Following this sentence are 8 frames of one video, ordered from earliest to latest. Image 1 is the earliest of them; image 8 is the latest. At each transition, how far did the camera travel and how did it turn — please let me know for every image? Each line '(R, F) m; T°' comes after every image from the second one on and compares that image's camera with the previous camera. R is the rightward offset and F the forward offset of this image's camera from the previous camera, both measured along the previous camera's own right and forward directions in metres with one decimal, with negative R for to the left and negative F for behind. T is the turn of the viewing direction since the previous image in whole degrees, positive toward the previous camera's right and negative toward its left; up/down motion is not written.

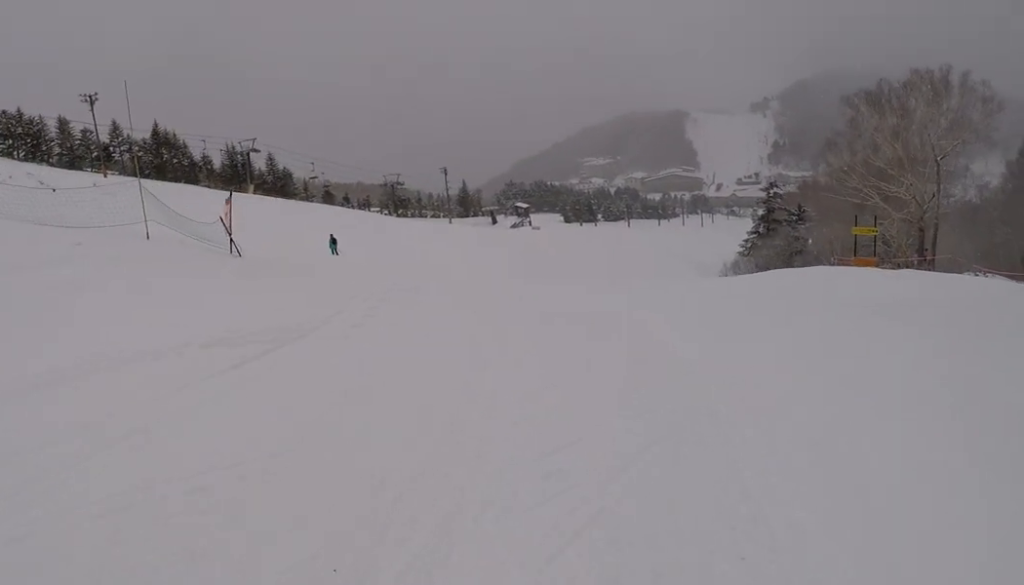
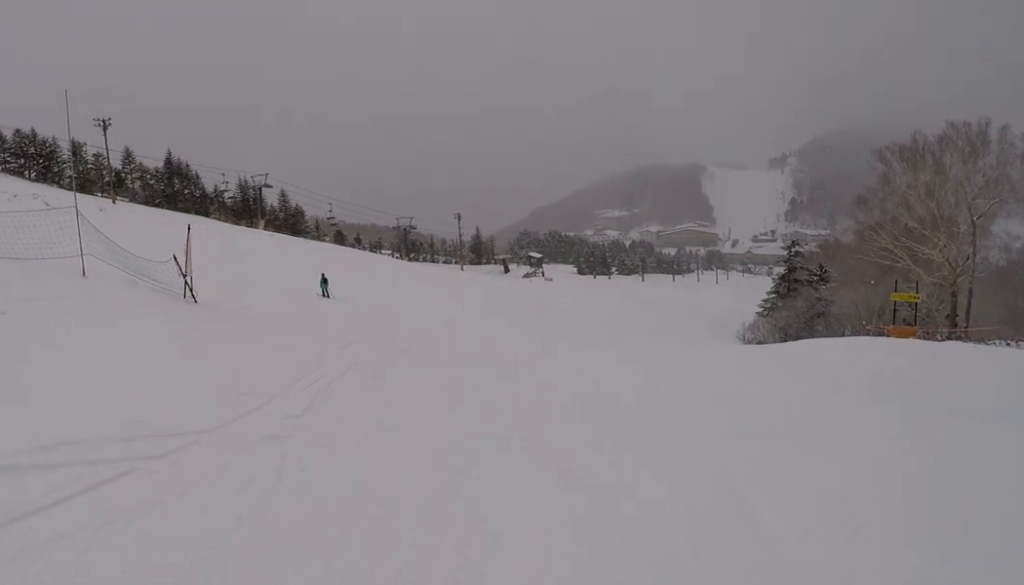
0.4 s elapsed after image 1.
(+0.4, +2.7) m; 0°
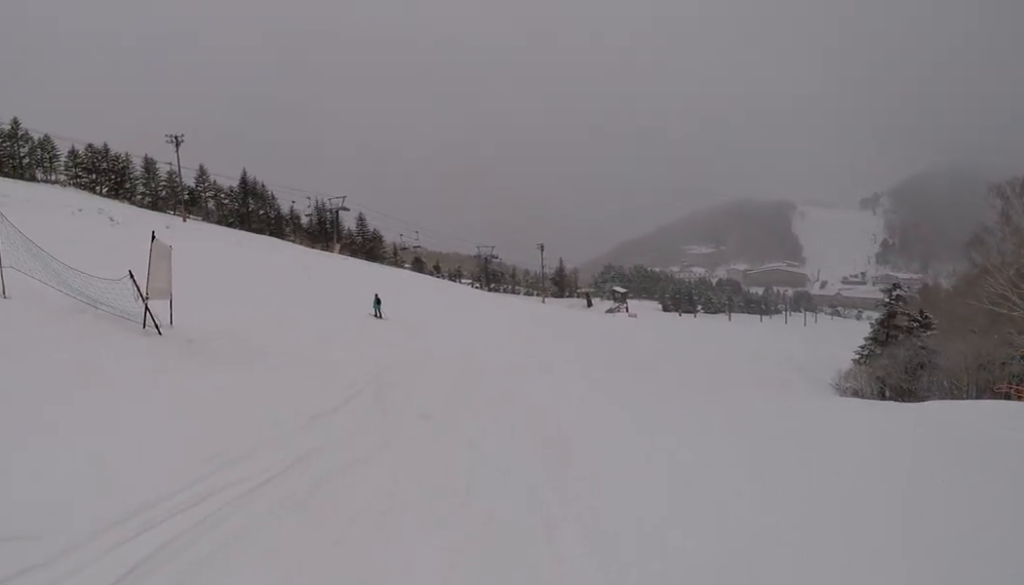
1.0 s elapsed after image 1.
(-0.5, +4.1) m; -8°
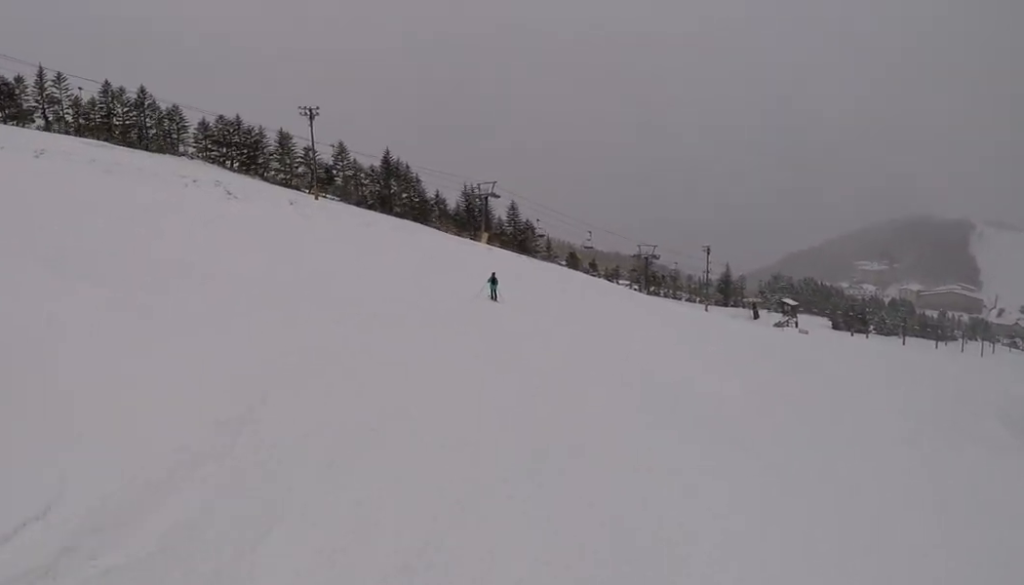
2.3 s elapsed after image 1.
(-1.3, +8.8) m; -17°
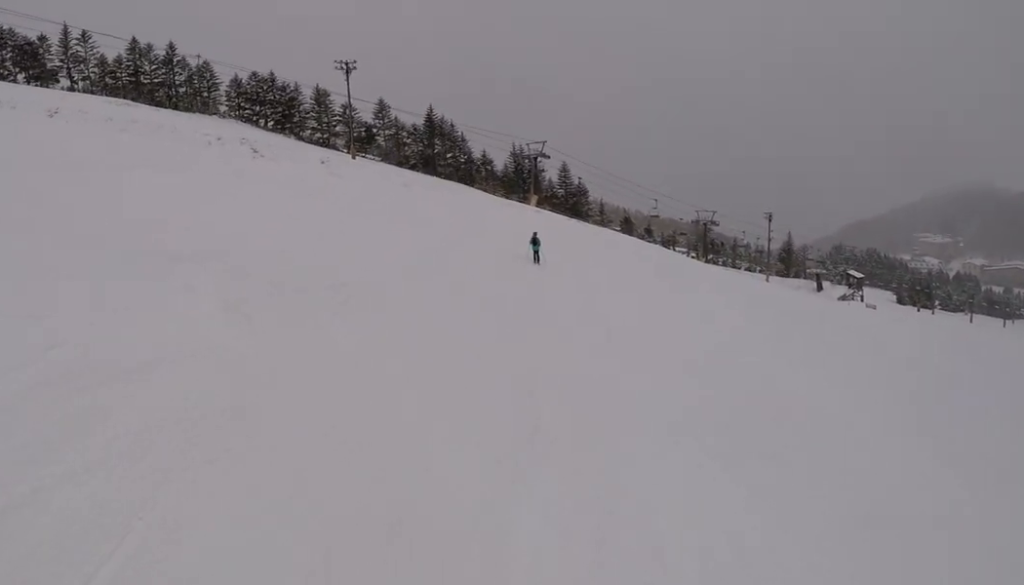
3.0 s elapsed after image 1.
(-0.4, +5.2) m; +1°
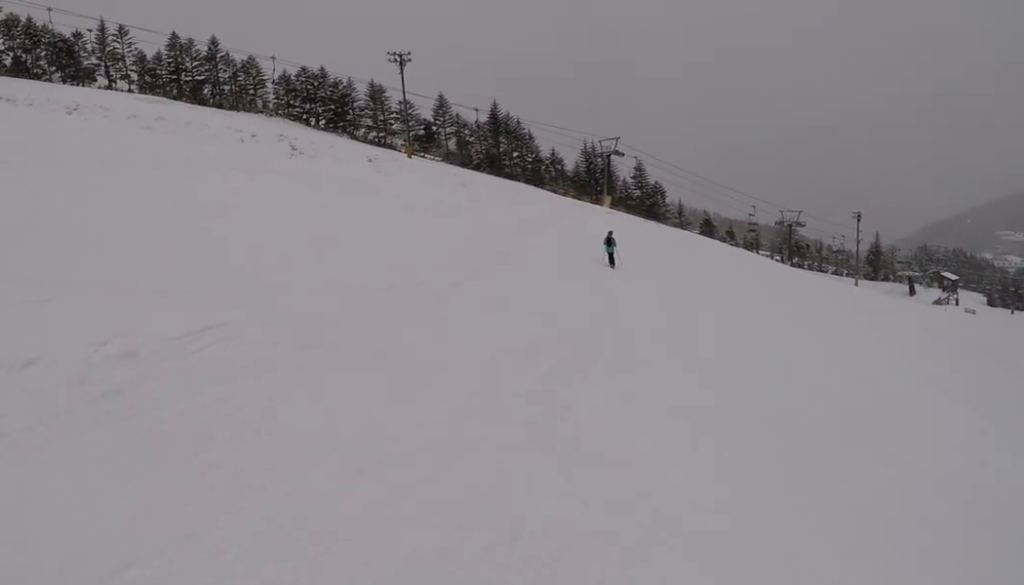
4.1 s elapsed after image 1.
(+0.6, +7.9) m; +2°
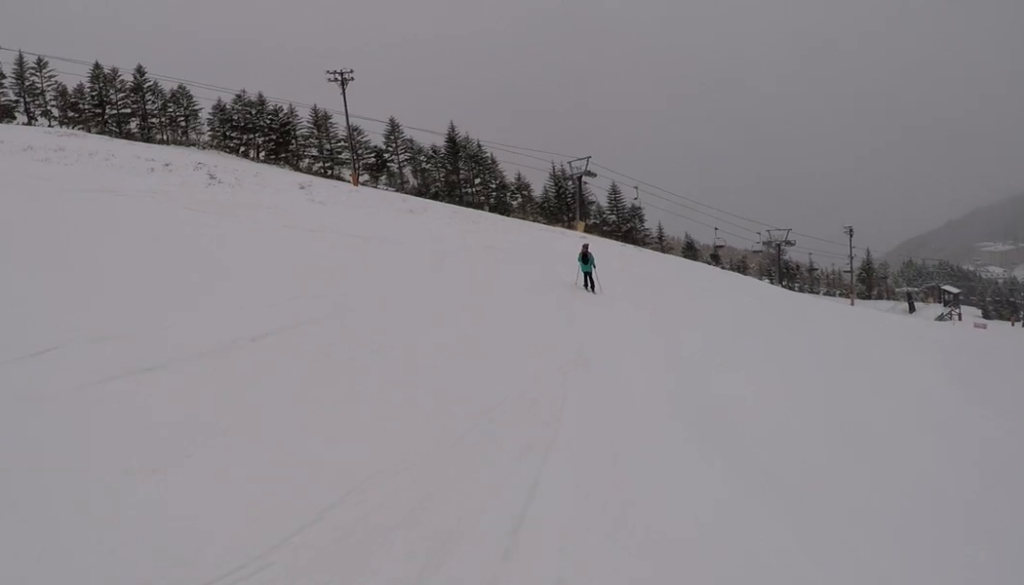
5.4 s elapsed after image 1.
(-0.9, +8.6) m; -7°
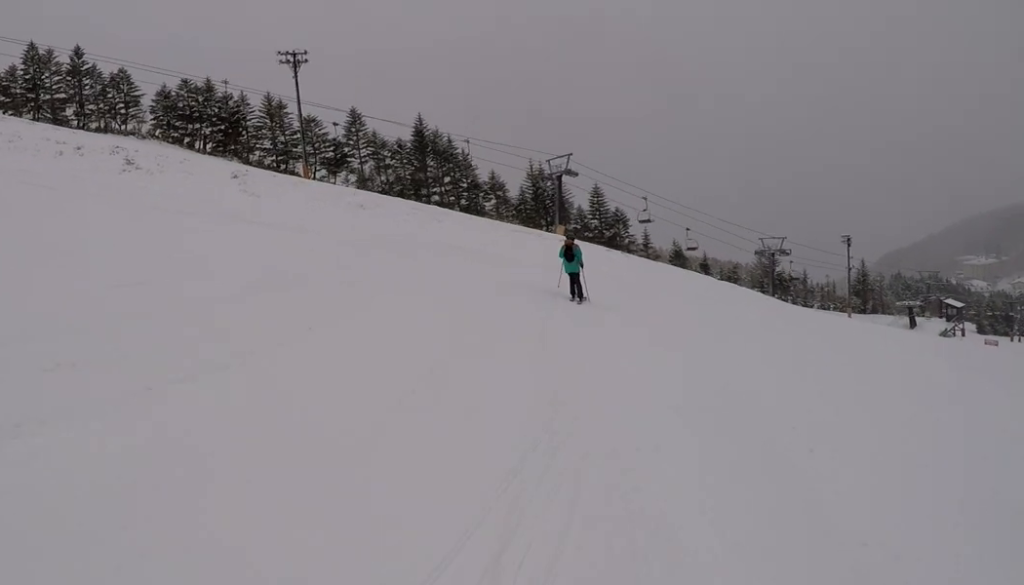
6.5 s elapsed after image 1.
(+0.7, +6.4) m; +3°
